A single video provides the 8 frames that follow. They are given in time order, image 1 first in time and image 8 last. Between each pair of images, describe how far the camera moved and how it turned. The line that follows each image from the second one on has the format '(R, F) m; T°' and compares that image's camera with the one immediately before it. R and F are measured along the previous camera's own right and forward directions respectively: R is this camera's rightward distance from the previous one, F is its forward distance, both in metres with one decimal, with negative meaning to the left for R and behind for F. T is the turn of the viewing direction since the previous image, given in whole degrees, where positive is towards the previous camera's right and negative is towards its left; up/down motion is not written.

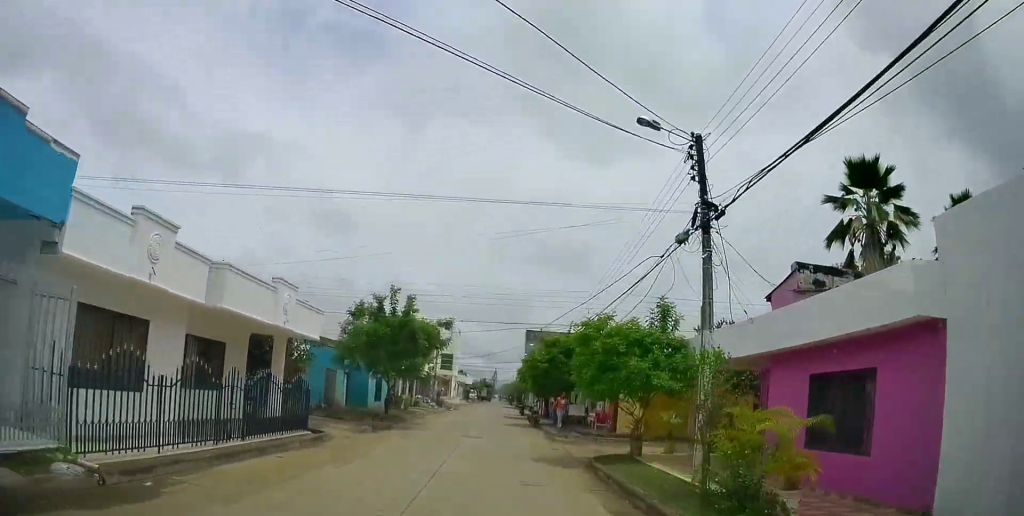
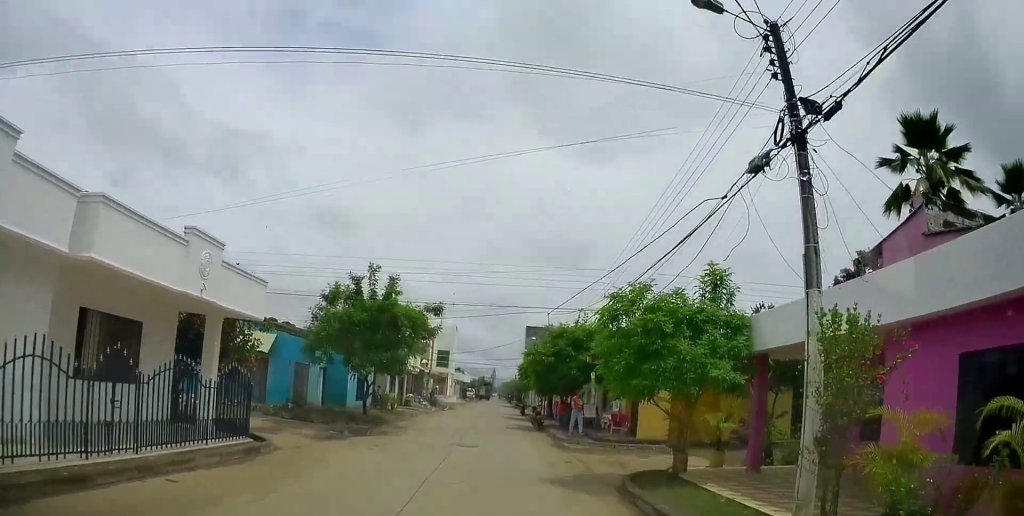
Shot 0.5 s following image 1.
(-0.3, +3.8) m; -1°
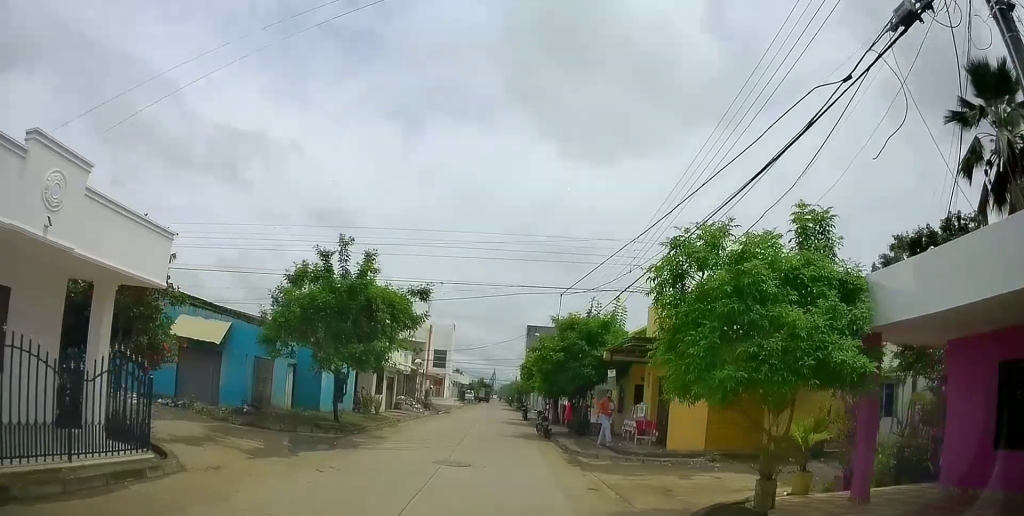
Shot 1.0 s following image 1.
(-0.2, +3.8) m; -1°
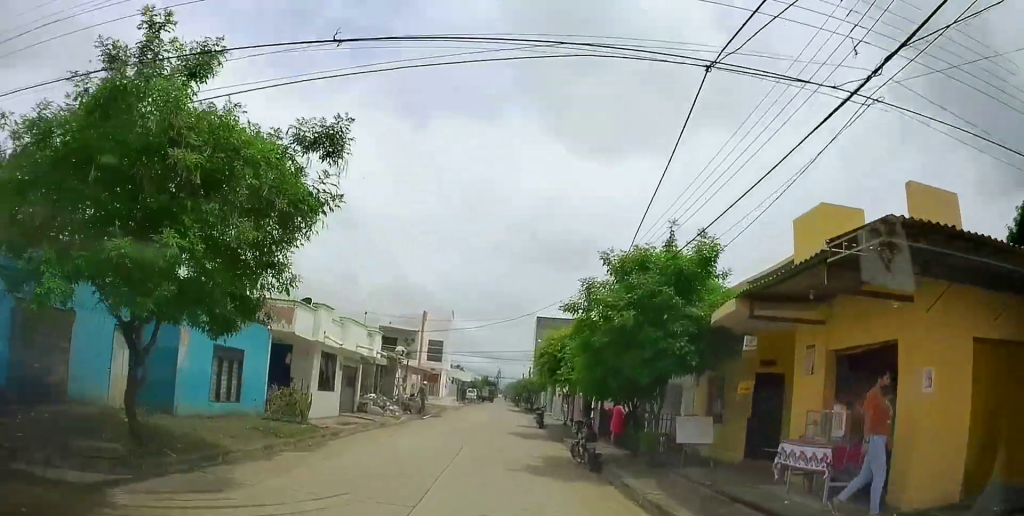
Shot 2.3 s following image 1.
(+0.4, +10.5) m; +1°
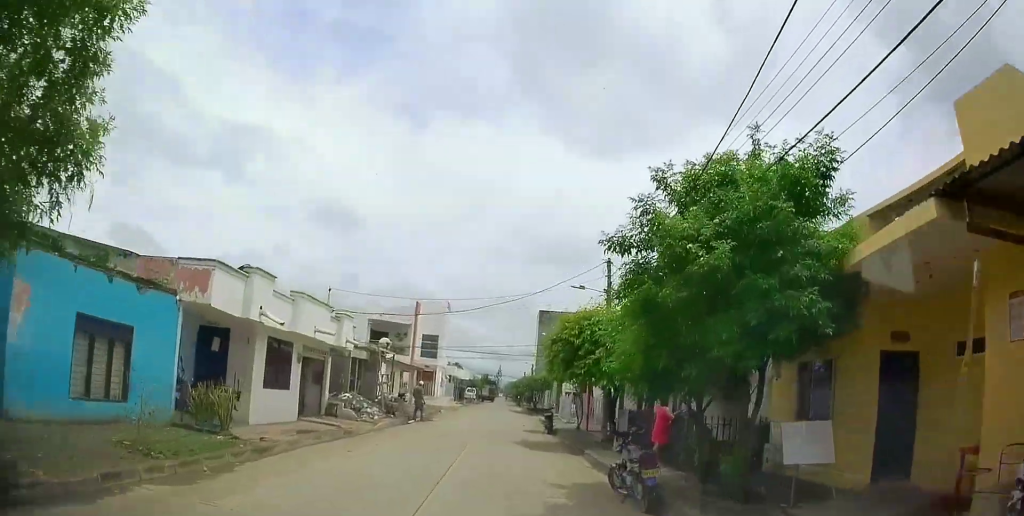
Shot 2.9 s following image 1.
(+0.1, +4.8) m; -1°
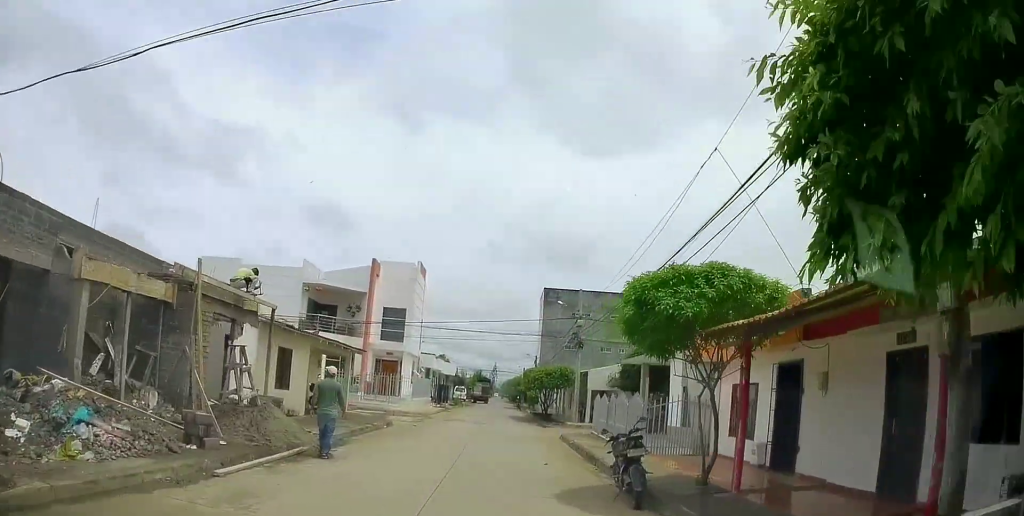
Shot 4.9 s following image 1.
(0.0, +16.6) m; 0°
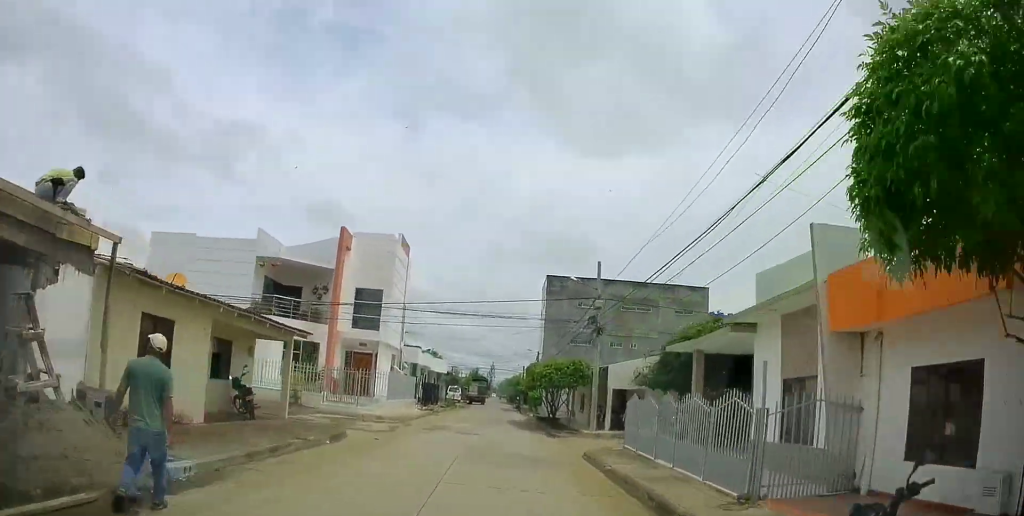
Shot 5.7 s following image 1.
(-0.3, +6.4) m; 0°
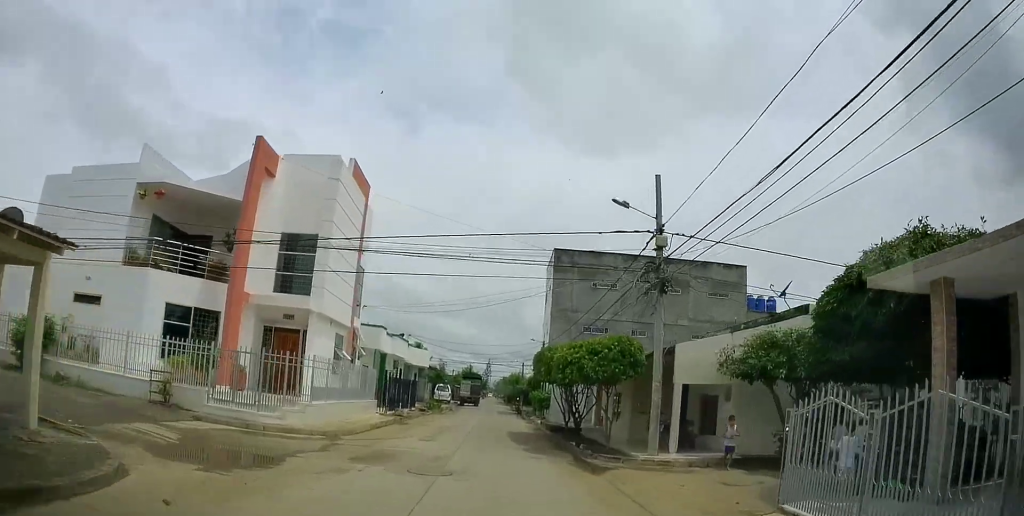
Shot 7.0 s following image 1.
(+0.2, +10.7) m; 0°
